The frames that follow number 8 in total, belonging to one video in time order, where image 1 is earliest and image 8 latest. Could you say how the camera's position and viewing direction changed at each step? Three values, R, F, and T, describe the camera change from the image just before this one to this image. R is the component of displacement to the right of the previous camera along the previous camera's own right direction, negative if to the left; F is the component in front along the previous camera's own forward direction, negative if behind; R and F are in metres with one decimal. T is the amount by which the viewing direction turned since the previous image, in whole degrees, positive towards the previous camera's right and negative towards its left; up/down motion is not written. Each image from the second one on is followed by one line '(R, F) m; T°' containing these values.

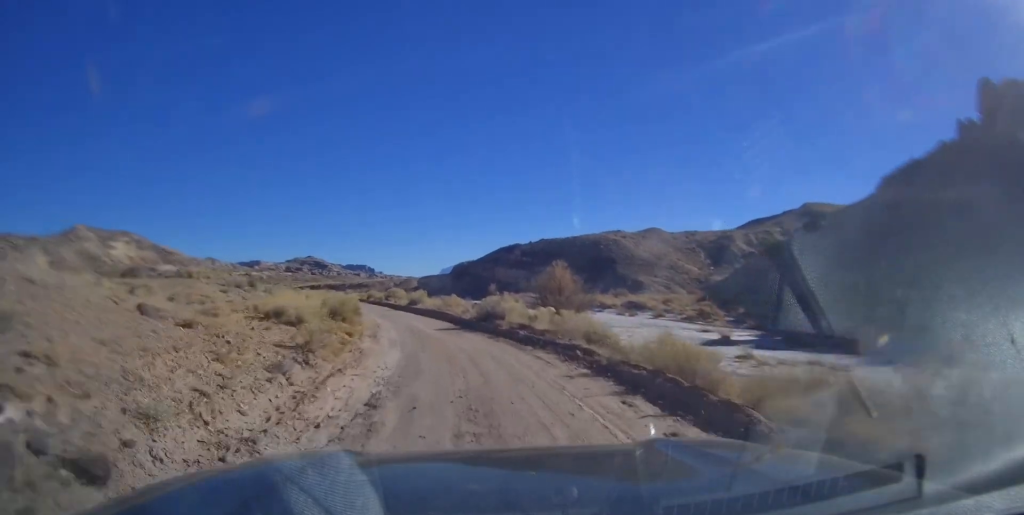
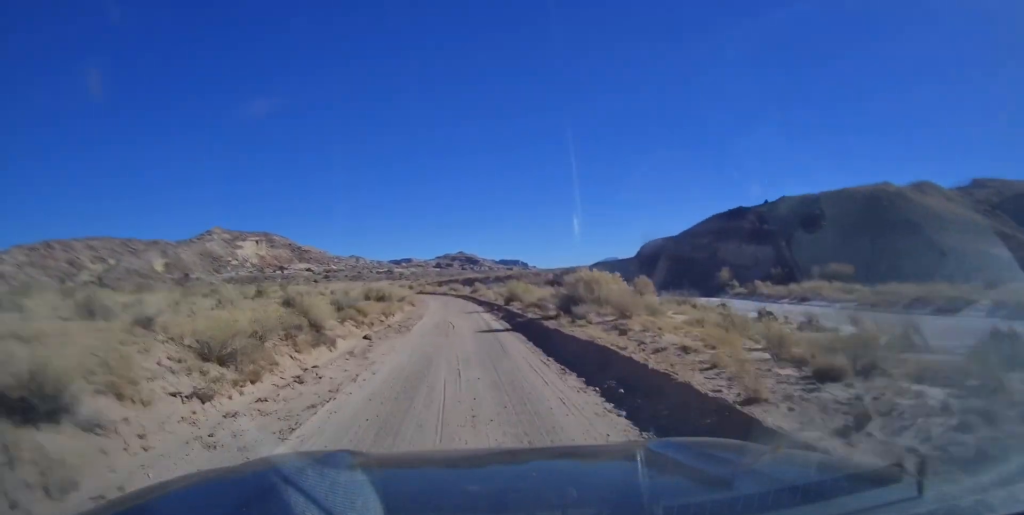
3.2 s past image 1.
(-6.2, +48.1) m; -13°
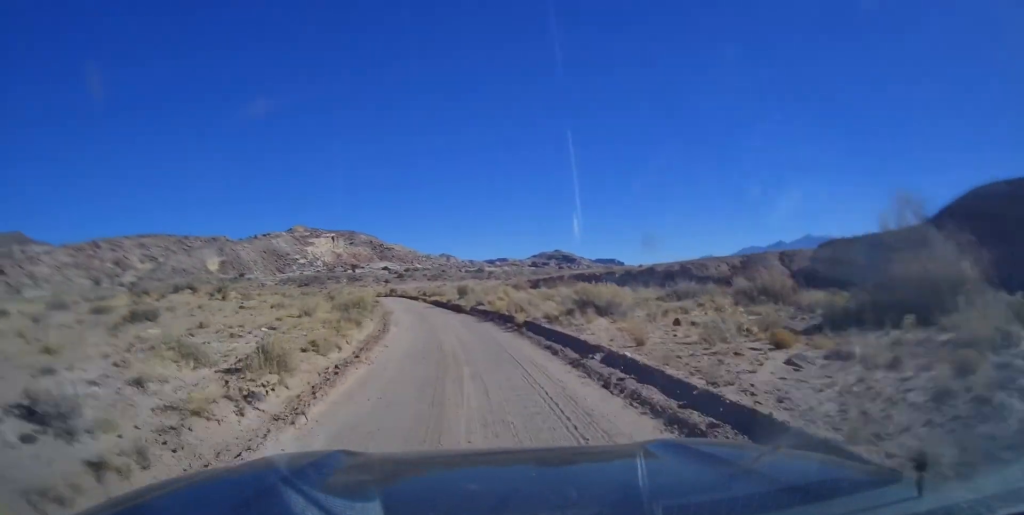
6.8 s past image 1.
(-5.7, +62.5) m; -12°
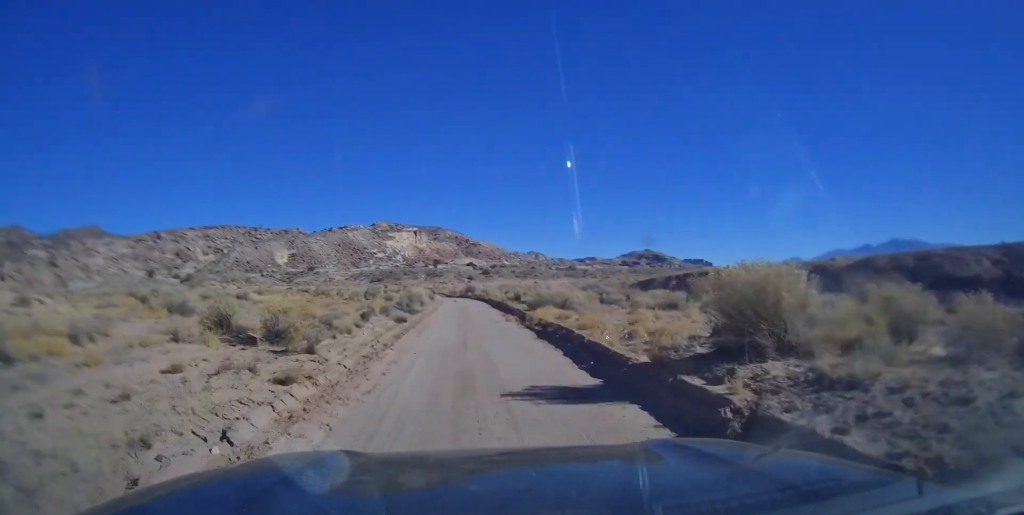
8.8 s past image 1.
(-2.0, +36.9) m; -6°
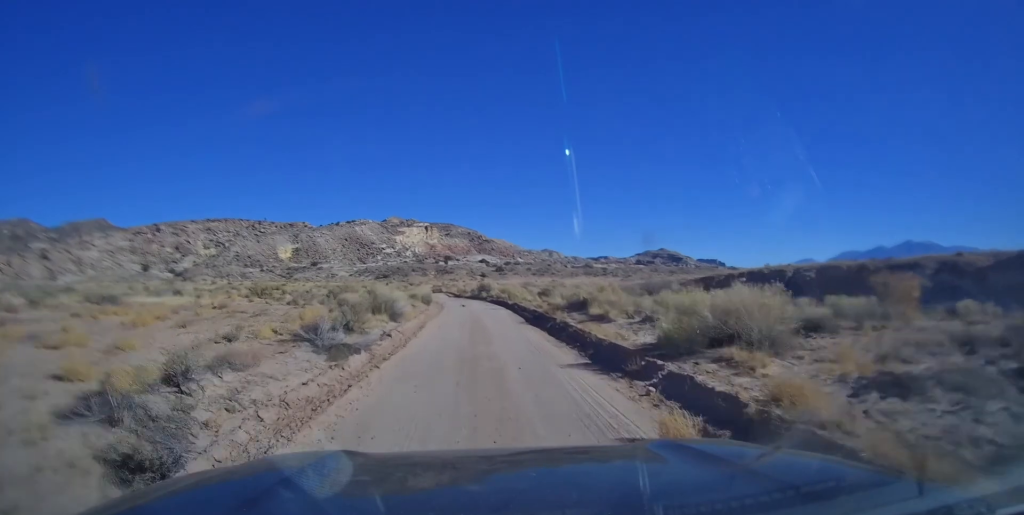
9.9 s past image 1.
(-0.7, +19.9) m; -3°
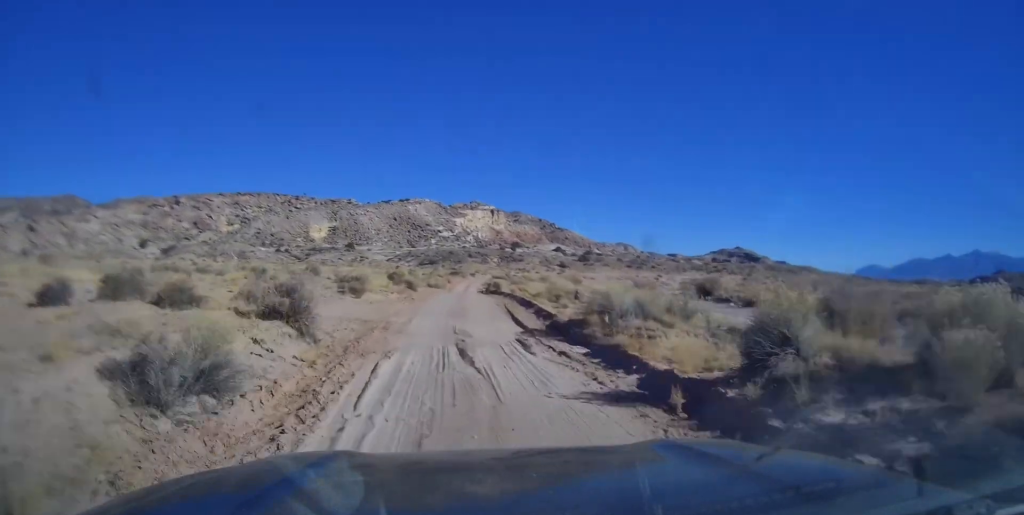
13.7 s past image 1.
(-4.9, +69.0) m; -7°
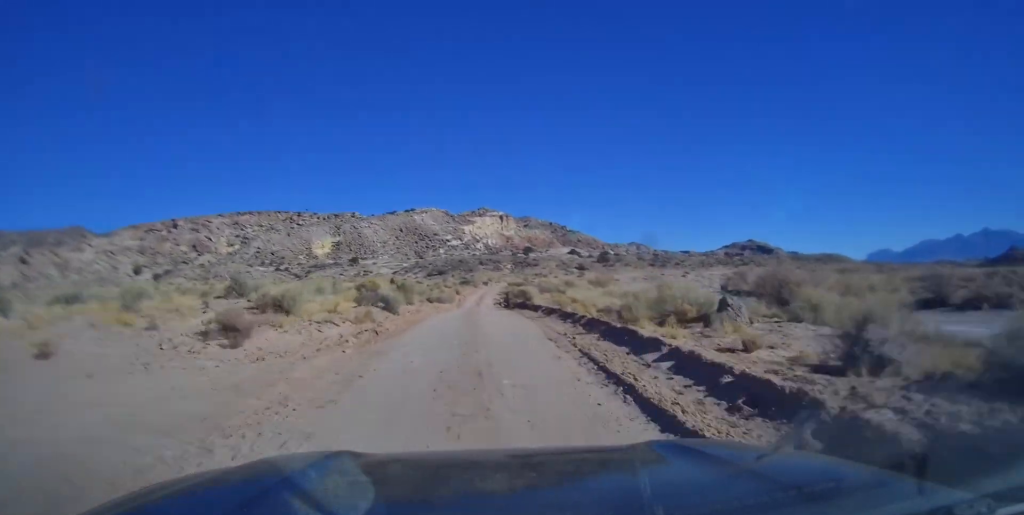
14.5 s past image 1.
(-0.1, +14.6) m; -1°
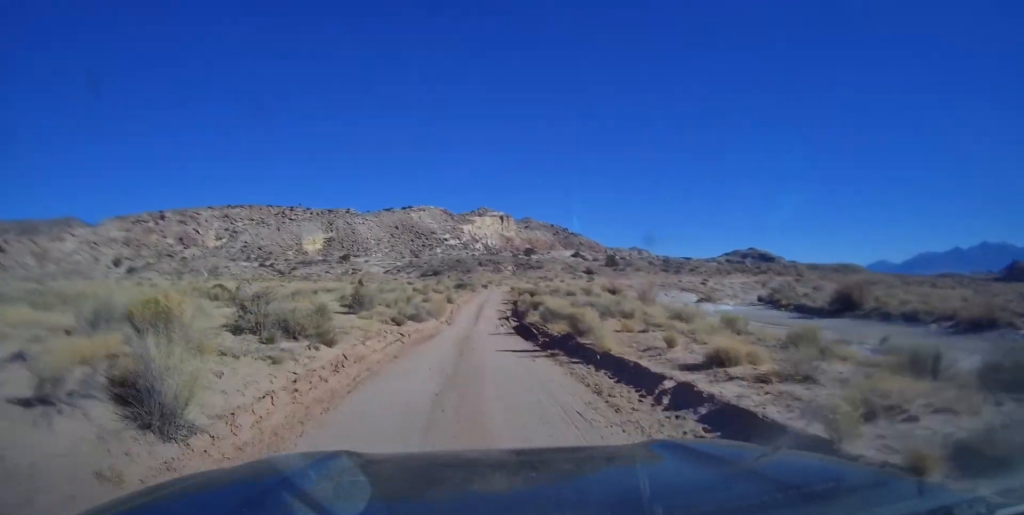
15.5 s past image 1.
(-0.1, +16.1) m; -2°
